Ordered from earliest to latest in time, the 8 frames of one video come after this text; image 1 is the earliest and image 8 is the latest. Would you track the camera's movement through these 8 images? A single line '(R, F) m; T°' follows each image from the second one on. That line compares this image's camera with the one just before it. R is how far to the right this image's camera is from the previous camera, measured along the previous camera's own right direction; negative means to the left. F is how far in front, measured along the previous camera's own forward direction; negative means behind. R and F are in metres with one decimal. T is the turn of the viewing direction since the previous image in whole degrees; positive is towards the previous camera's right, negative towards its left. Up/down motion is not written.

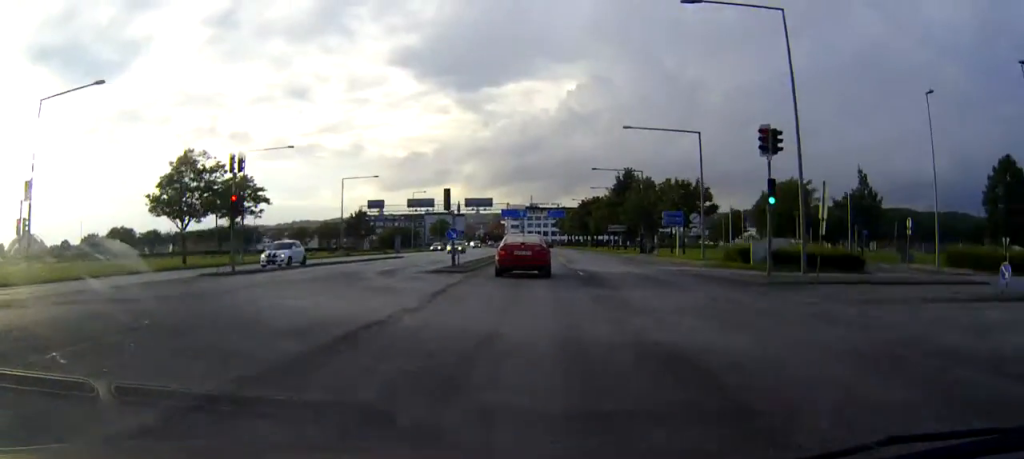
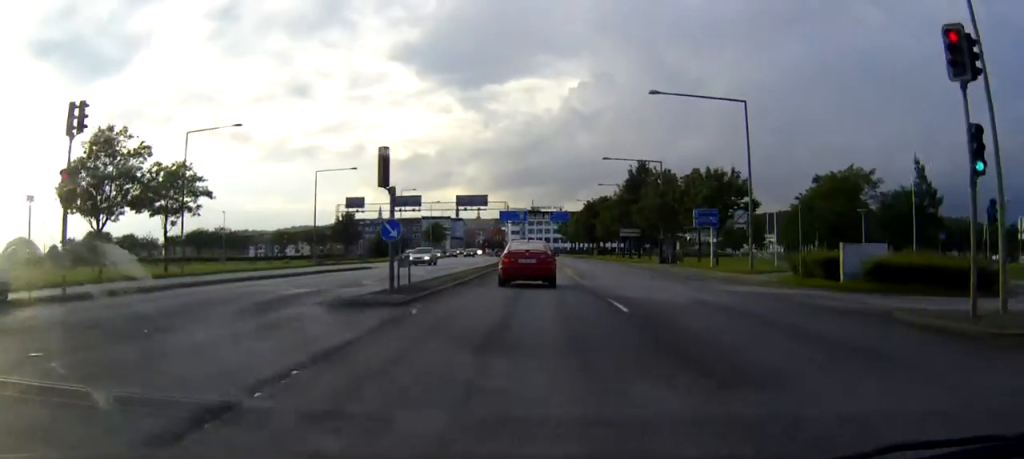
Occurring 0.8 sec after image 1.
(0.0, +12.1) m; 0°
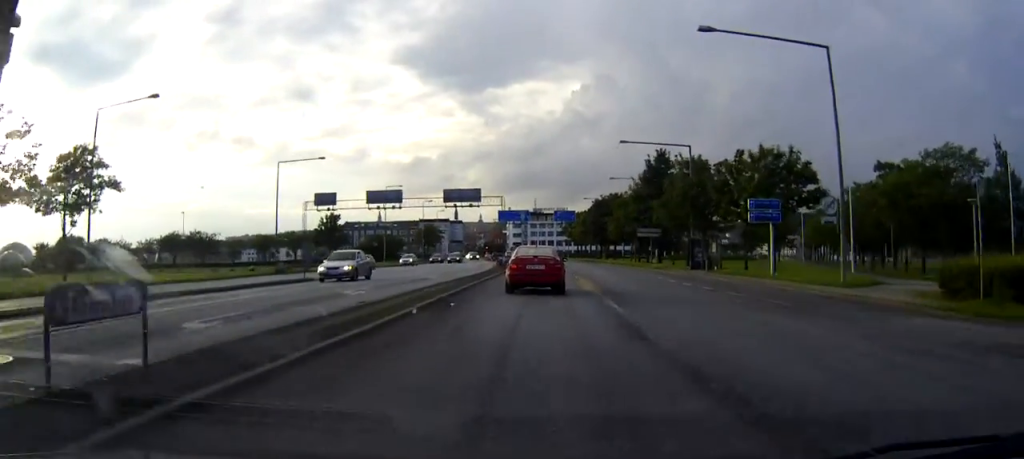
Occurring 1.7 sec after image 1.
(0.0, +12.9) m; 0°
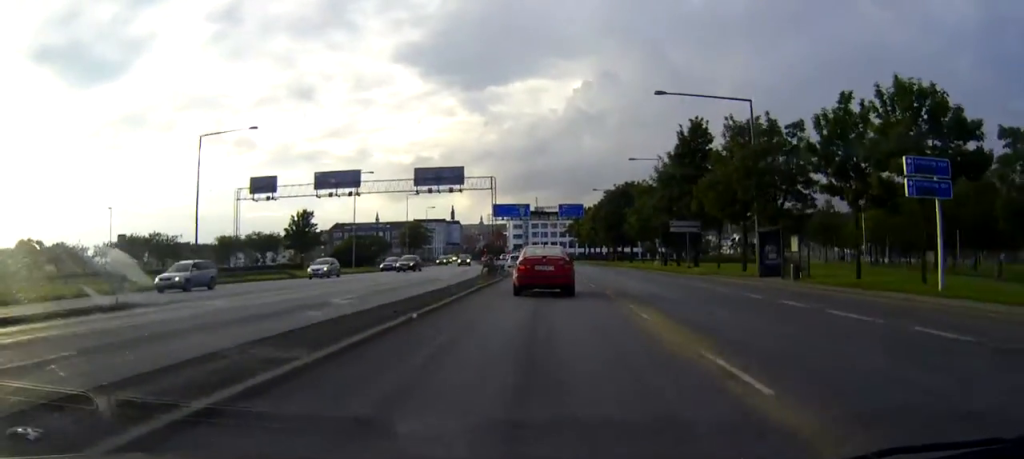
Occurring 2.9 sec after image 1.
(0.0, +17.2) m; 0°
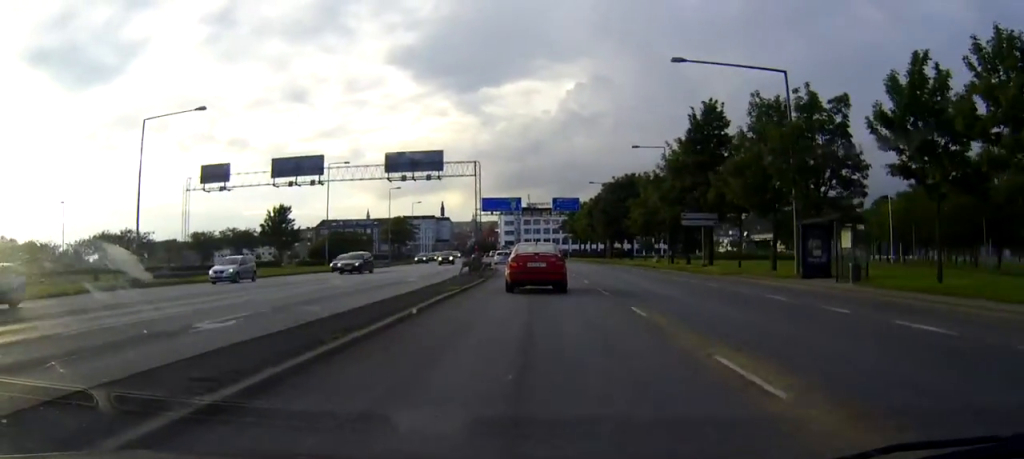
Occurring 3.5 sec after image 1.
(0.0, +7.7) m; 0°
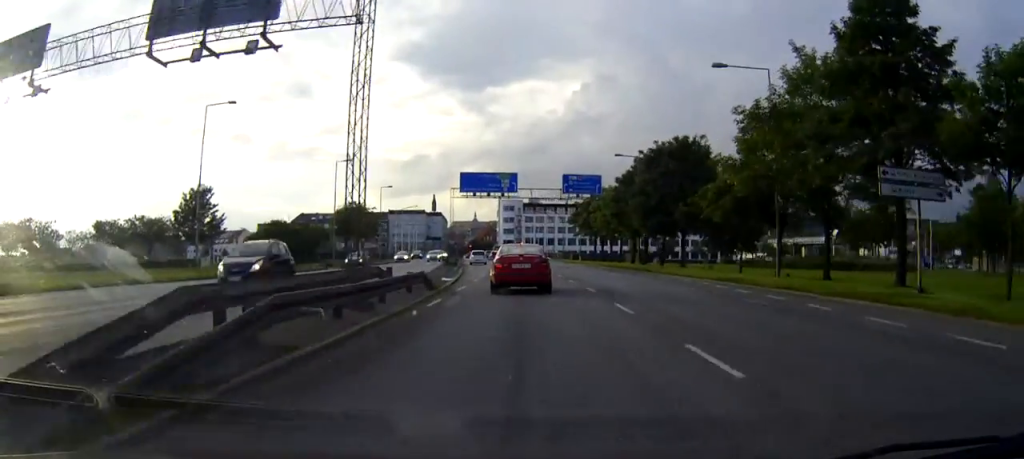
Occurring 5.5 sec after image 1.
(+0.1, +29.3) m; 0°
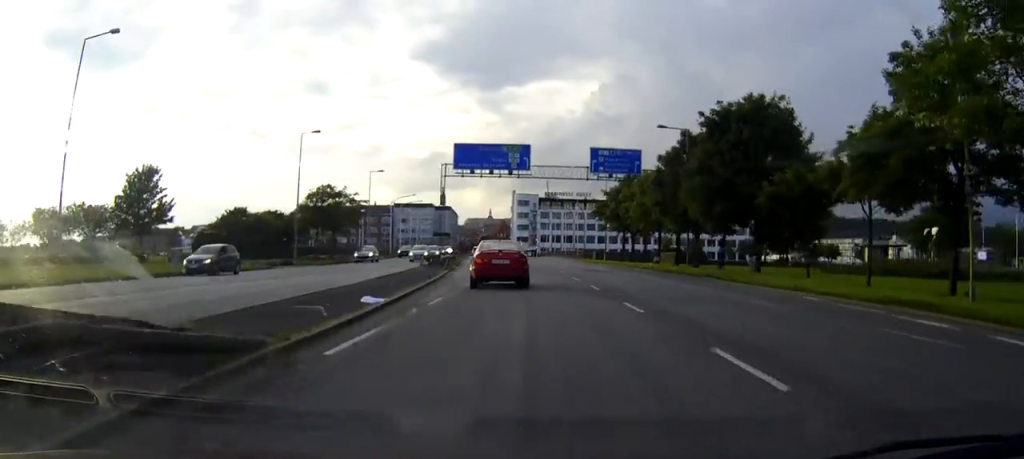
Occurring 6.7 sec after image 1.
(-0.1, +16.1) m; -1°
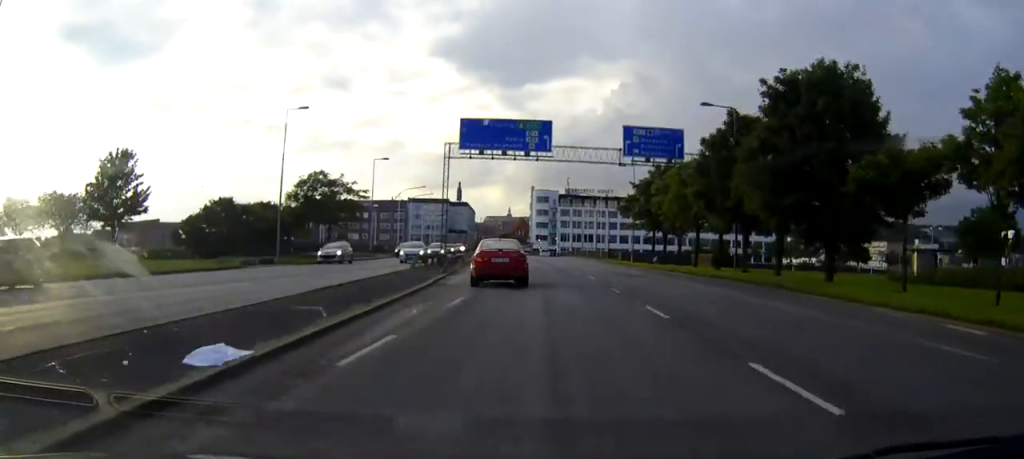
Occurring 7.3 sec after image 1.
(-0.1, +8.1) m; -1°
